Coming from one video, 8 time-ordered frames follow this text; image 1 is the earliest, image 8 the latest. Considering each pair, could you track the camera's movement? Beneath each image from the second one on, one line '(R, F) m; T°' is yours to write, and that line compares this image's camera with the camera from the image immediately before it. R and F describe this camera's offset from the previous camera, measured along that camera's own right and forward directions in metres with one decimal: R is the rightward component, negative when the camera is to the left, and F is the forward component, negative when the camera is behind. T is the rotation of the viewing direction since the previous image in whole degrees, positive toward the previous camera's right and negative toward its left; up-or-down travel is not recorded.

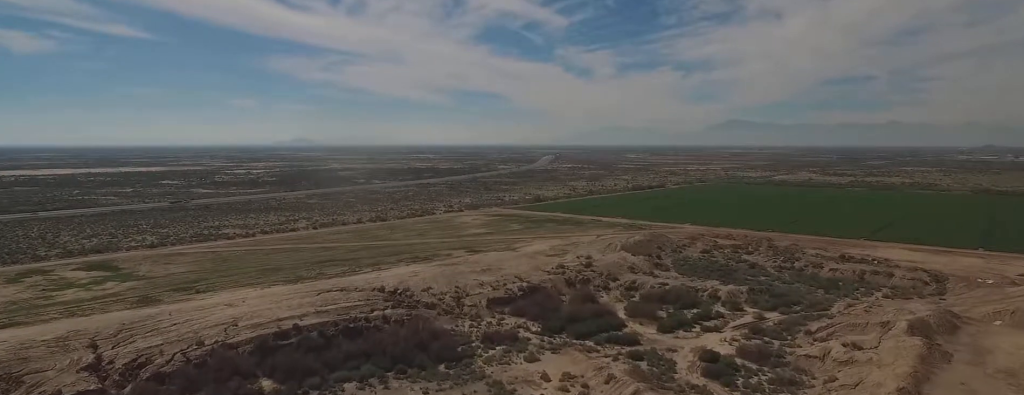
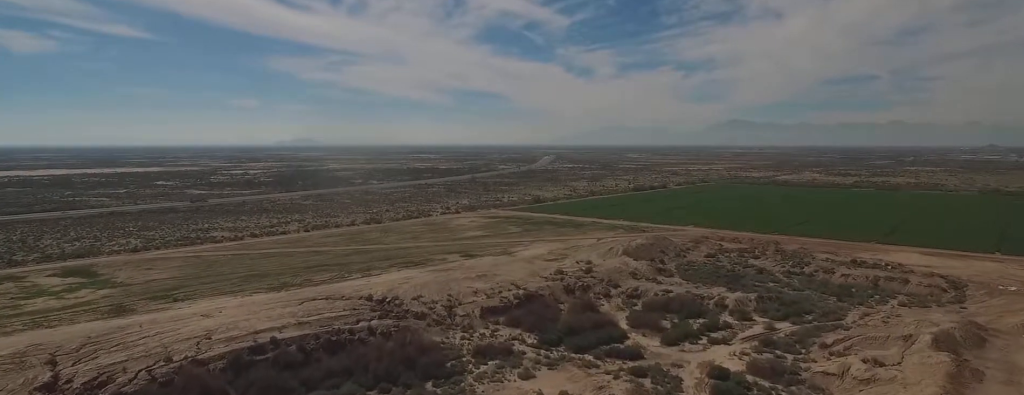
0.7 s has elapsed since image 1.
(0.0, +11.3) m; -1°
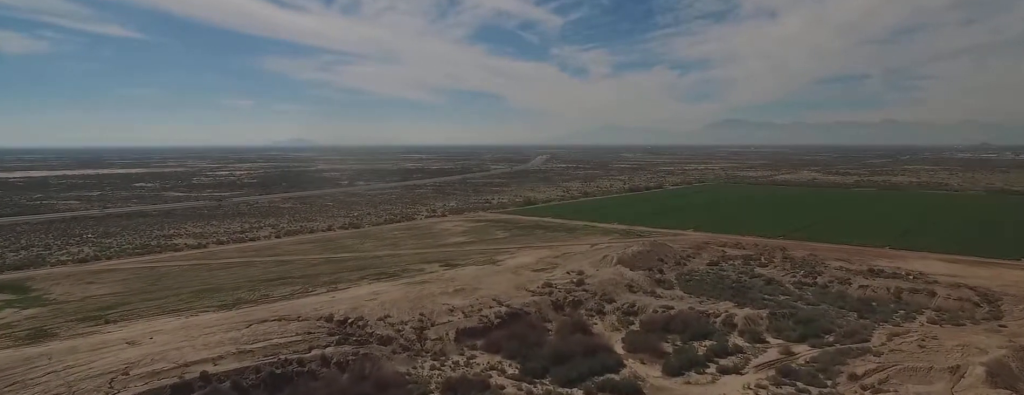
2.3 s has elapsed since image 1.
(-0.2, +23.3) m; -1°
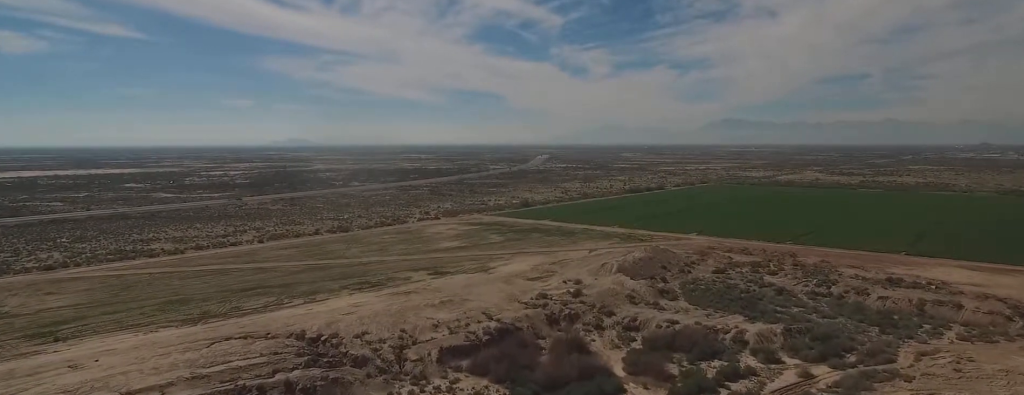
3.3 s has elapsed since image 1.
(0.0, +15.4) m; 0°
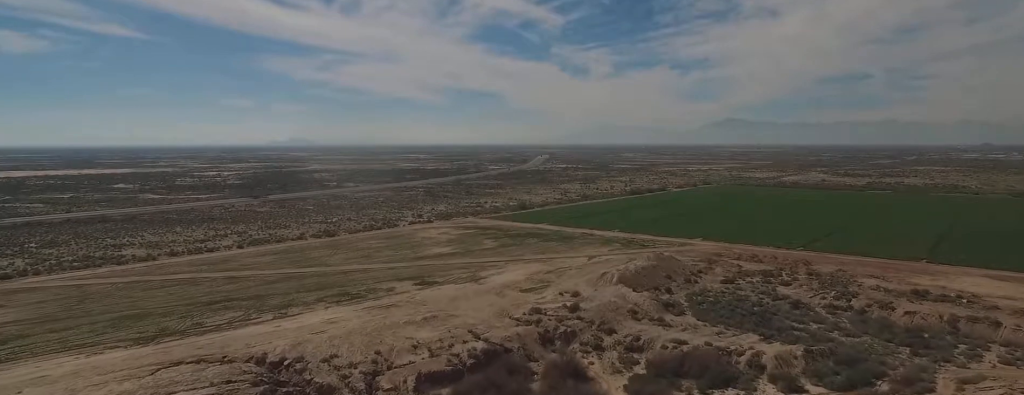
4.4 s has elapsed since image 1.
(-0.1, +18.2) m; 0°
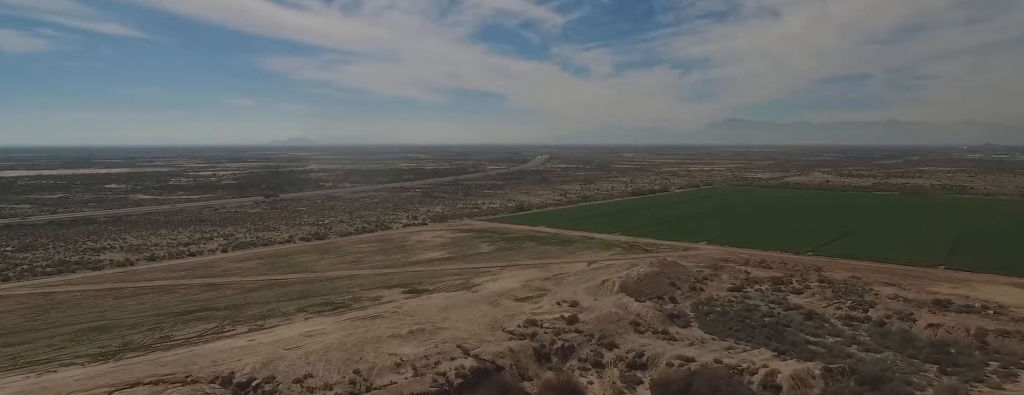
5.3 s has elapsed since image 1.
(0.0, +13.1) m; 0°
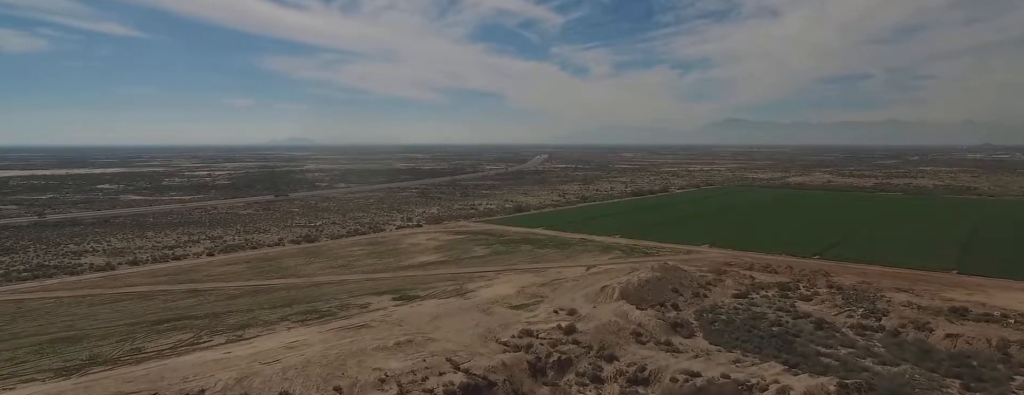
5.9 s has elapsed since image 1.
(0.0, +10.0) m; 0°
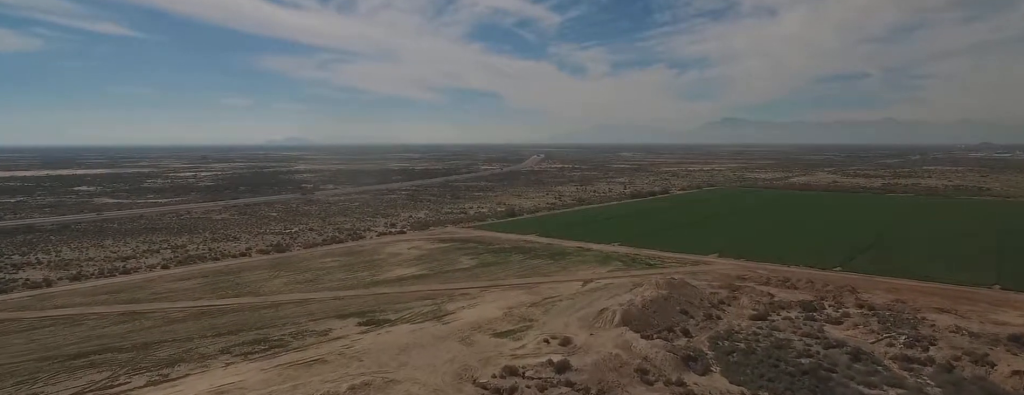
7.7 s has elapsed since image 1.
(-0.2, +27.7) m; -1°
